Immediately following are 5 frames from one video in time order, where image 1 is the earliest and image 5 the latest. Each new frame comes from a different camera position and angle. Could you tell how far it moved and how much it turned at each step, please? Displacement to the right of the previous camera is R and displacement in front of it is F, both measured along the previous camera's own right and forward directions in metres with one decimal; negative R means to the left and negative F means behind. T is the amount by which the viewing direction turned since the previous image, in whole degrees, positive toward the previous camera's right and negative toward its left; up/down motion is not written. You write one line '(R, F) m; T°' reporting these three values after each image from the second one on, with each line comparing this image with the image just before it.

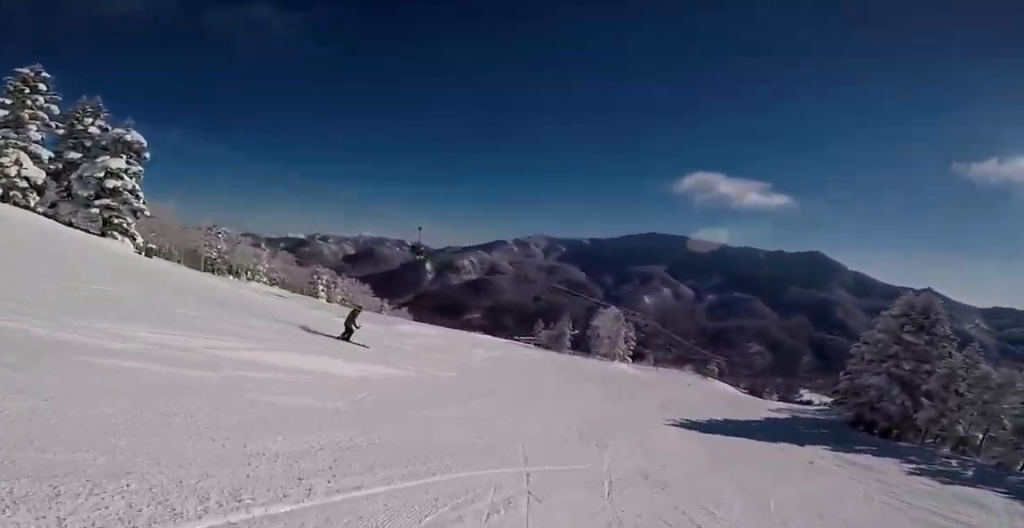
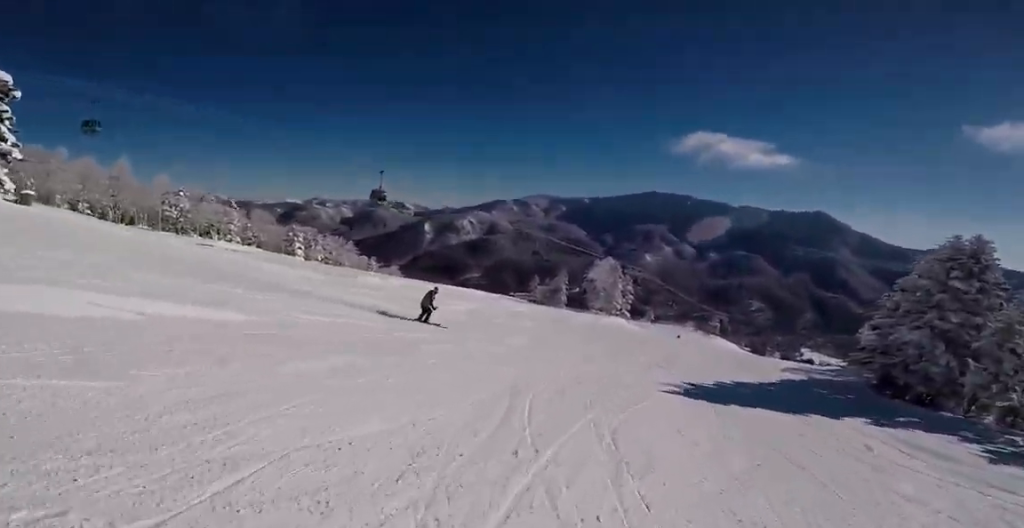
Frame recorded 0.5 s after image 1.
(-0.1, +4.8) m; +1°
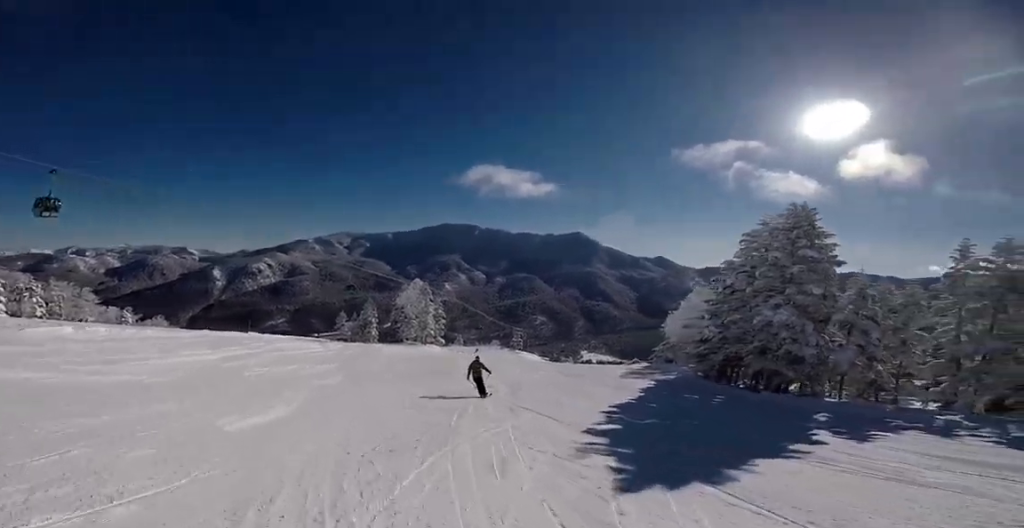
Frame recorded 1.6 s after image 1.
(+0.6, +9.1) m; +8°
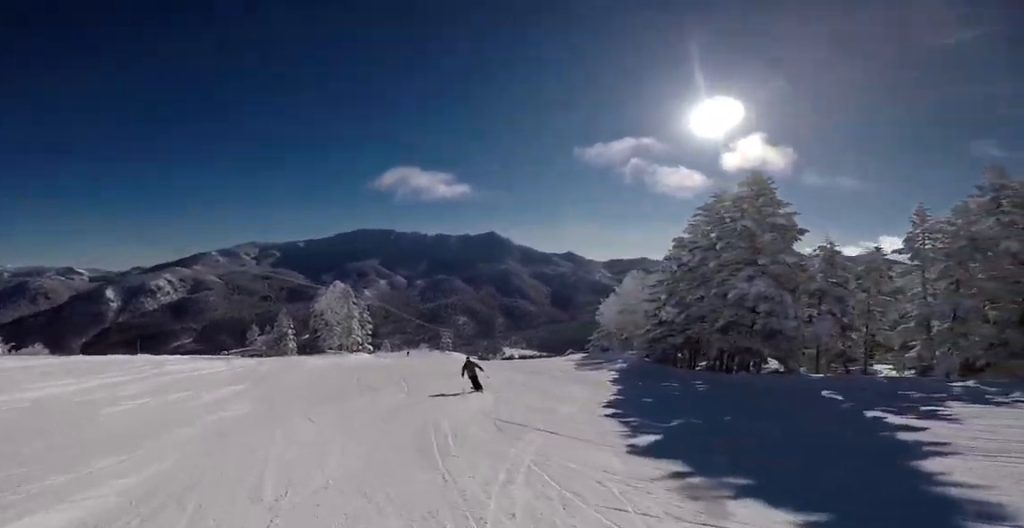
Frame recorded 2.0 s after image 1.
(+0.3, +4.0) m; +3°
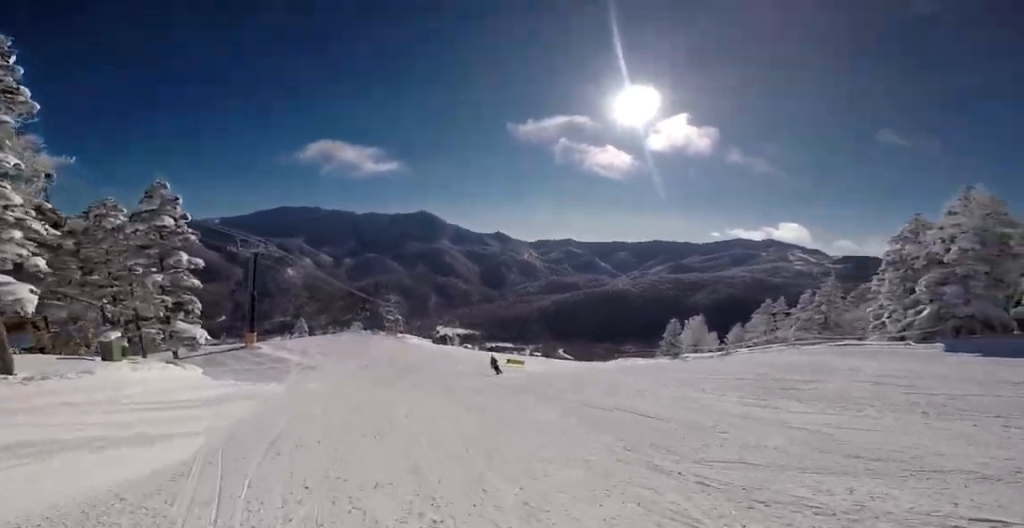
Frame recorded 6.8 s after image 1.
(+0.8, +40.5) m; +6°
